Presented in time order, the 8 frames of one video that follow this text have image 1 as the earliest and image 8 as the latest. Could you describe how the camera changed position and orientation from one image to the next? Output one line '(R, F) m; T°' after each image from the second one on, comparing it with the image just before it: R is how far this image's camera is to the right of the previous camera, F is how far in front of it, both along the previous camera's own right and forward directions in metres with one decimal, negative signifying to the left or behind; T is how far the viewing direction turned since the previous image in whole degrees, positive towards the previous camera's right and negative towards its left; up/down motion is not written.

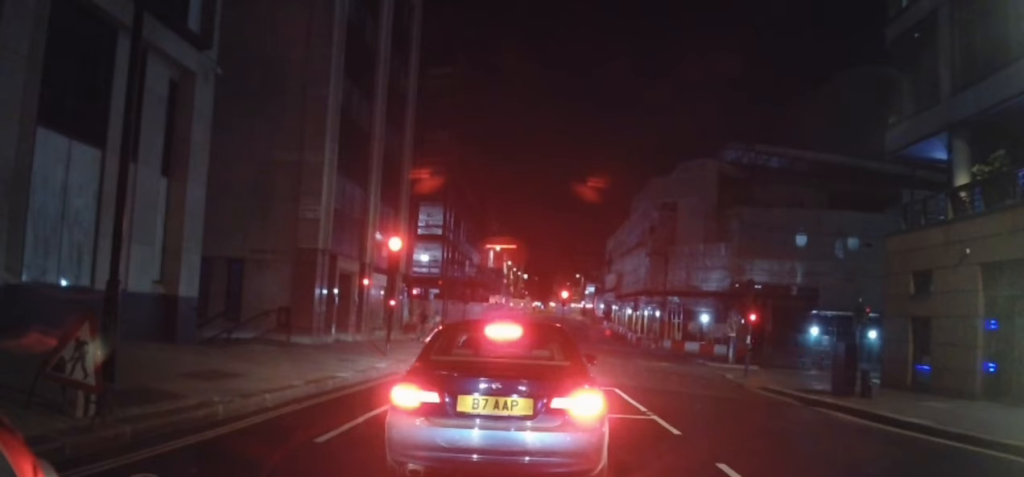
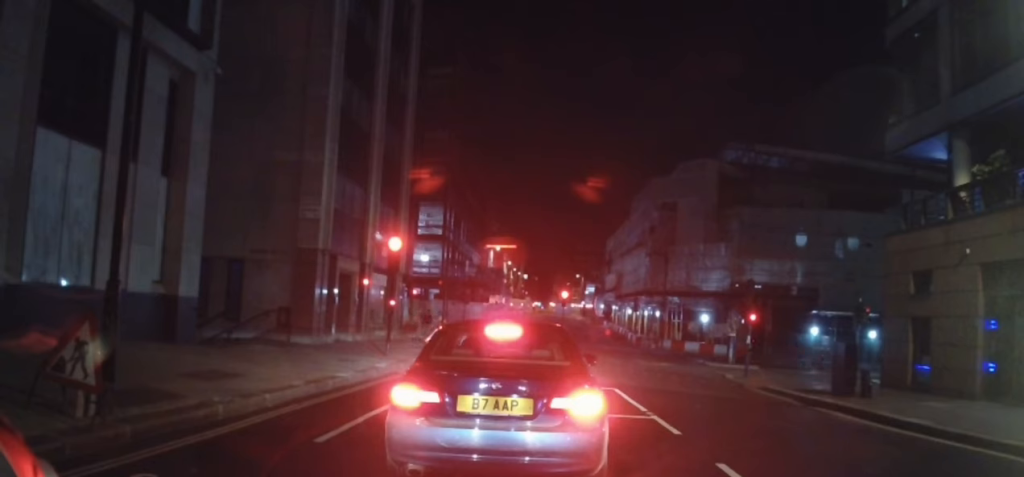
(0.0, 0.0) m; 0°
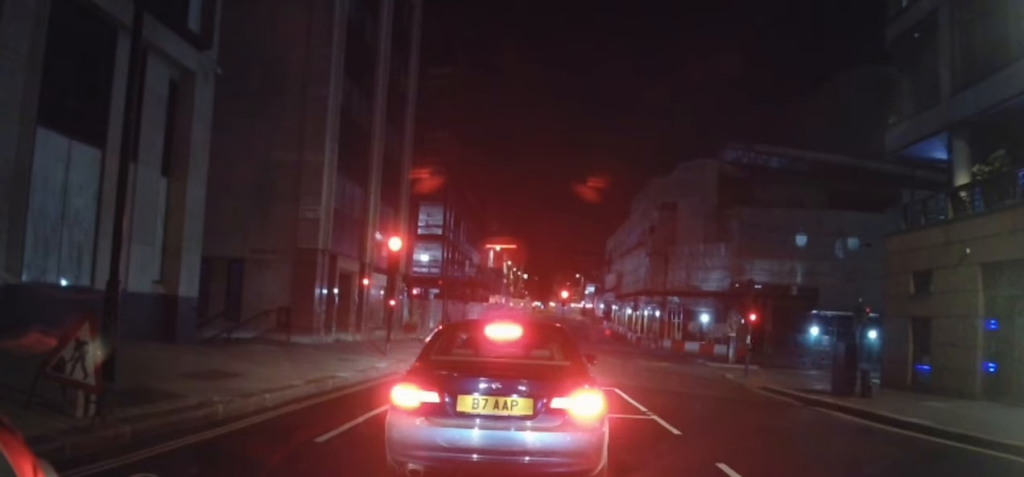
(0.0, 0.0) m; 0°
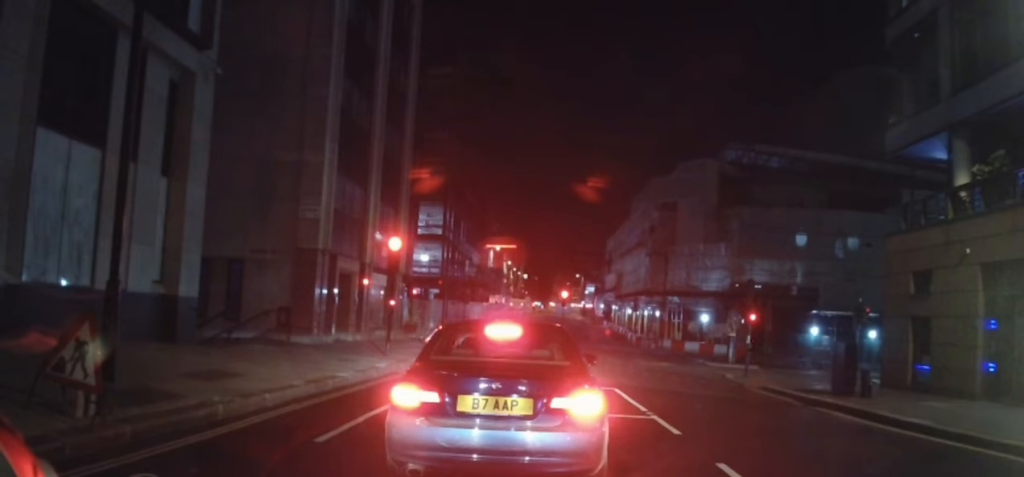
(0.0, 0.0) m; 0°
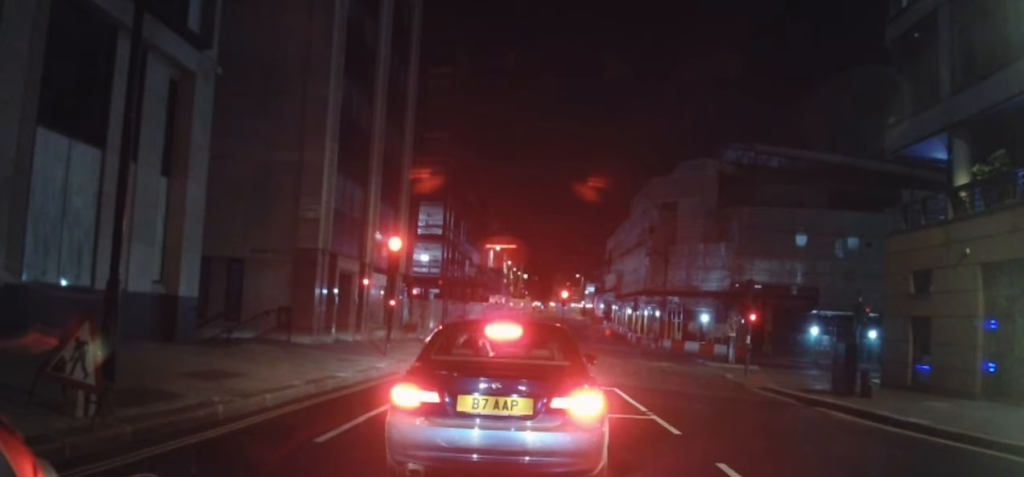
(0.0, 0.0) m; 0°
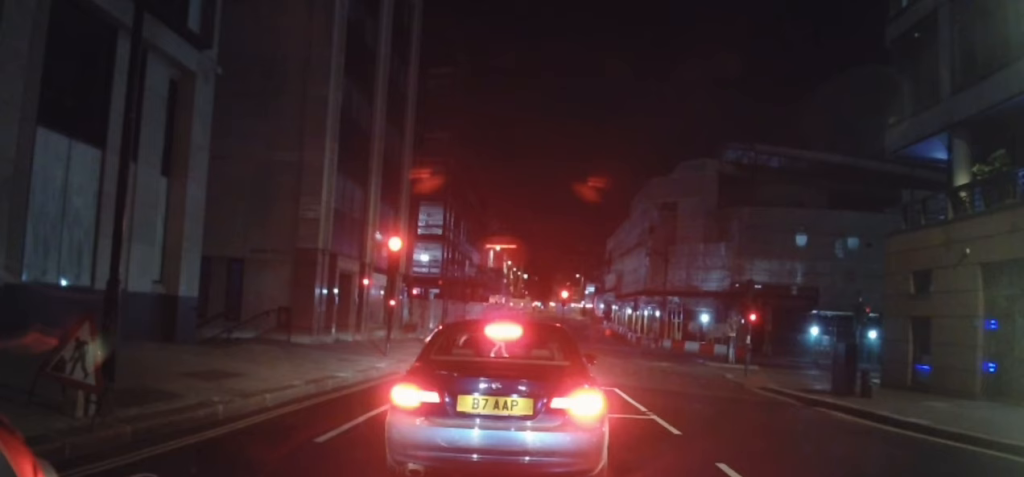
(0.0, 0.0) m; 0°
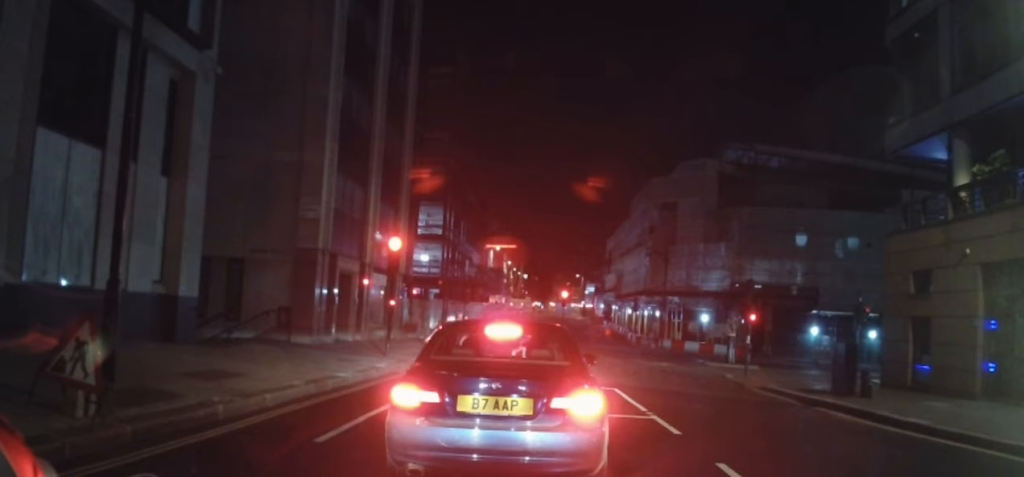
(0.0, 0.0) m; 0°
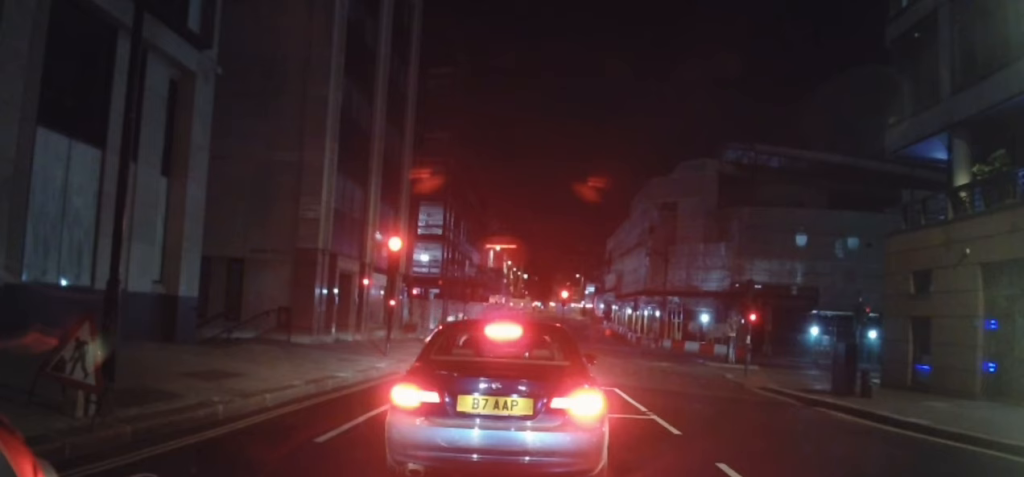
(0.0, 0.0) m; 0°
